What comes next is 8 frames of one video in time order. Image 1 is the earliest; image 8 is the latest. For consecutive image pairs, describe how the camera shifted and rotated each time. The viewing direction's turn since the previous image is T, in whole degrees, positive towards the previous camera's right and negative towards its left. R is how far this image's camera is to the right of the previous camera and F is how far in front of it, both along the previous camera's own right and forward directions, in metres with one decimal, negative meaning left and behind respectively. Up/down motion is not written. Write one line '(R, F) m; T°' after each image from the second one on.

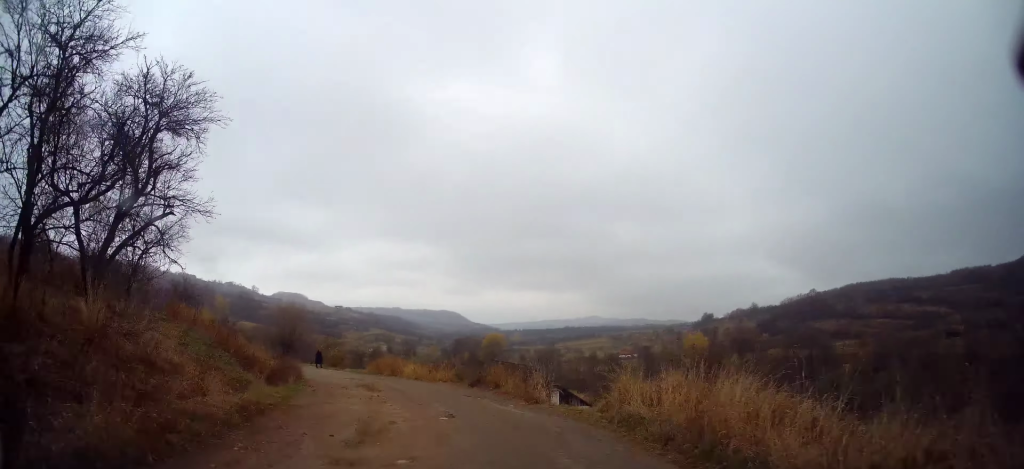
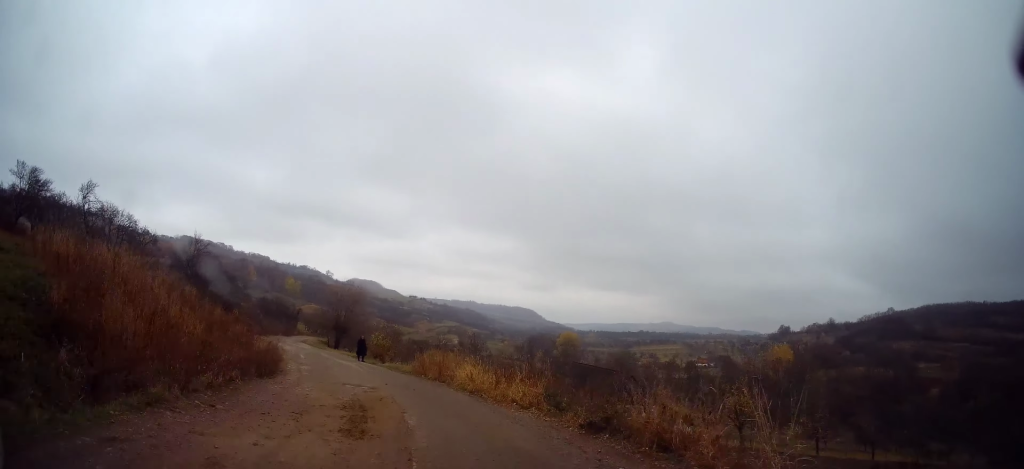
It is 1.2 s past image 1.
(-0.6, +11.4) m; -7°
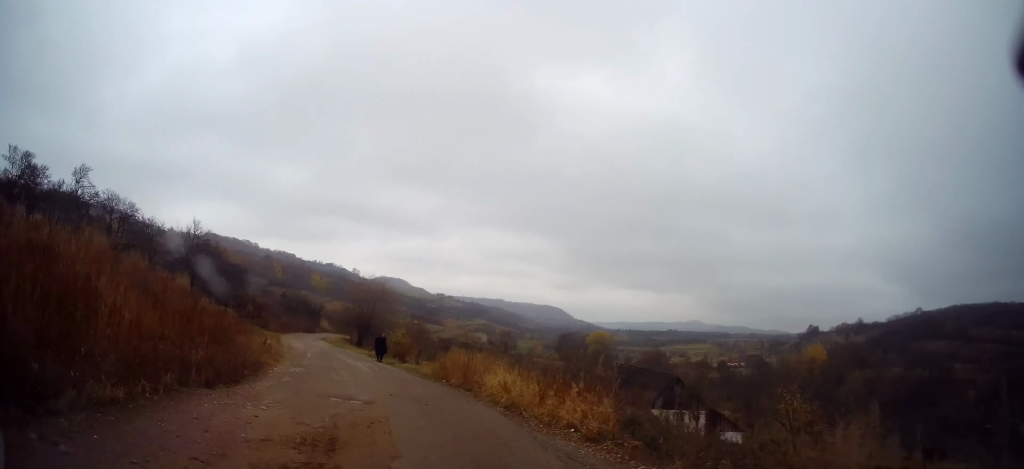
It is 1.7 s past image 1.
(-0.3, +4.5) m; -4°
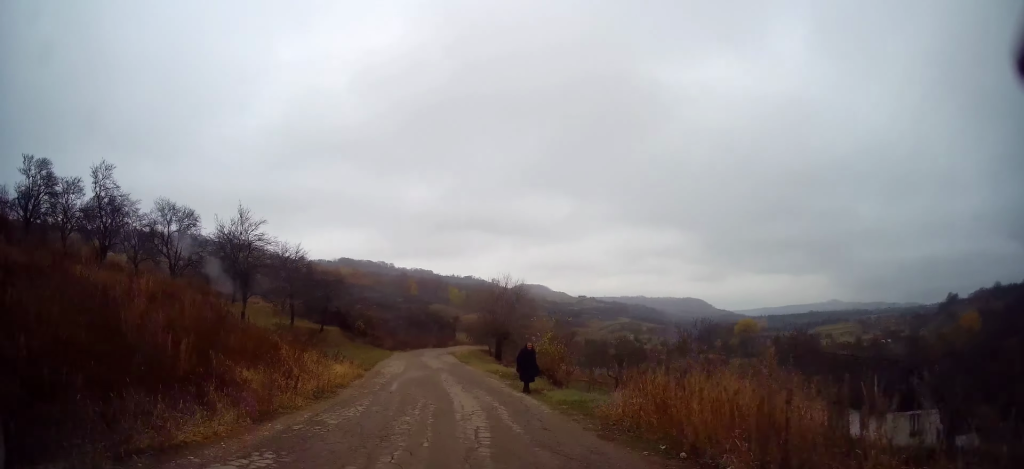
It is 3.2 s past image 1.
(-1.1, +11.9) m; -12°
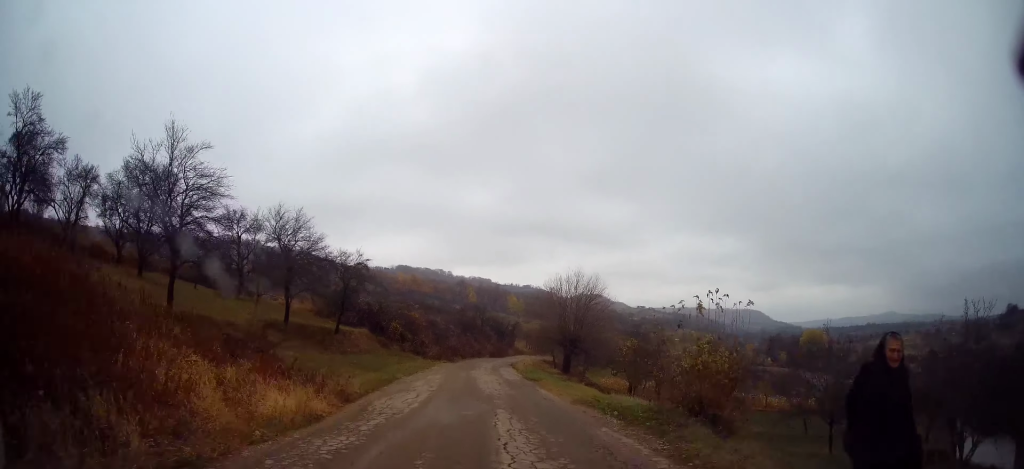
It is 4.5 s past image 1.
(-1.0, +10.6) m; -7°
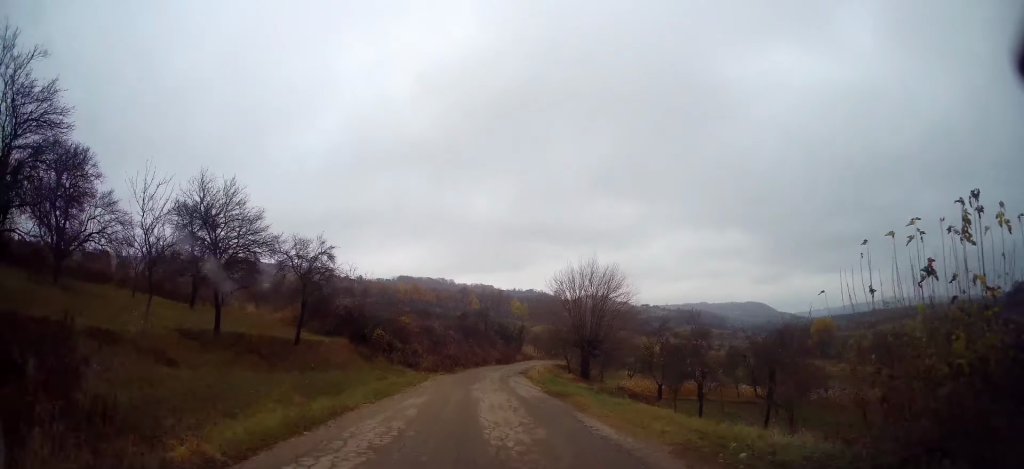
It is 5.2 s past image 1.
(-0.1, +6.4) m; -2°
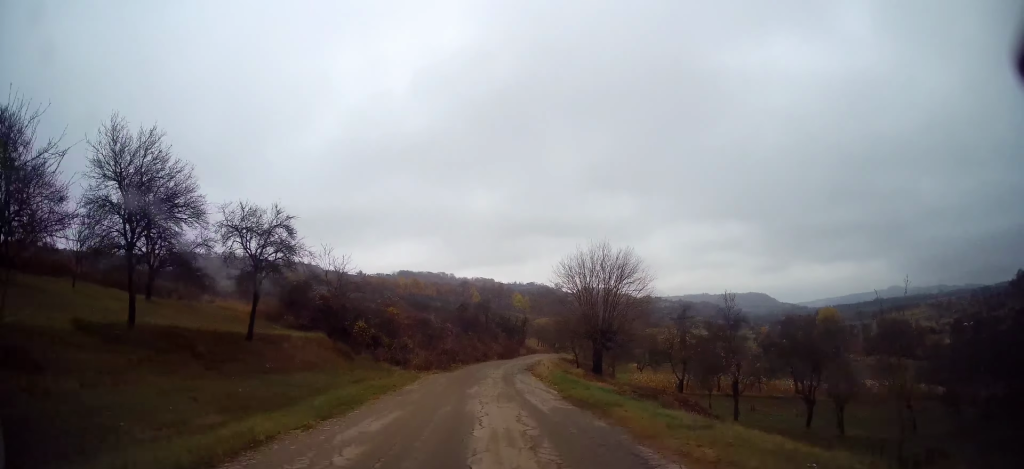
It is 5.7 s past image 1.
(-0.1, +4.6) m; -1°
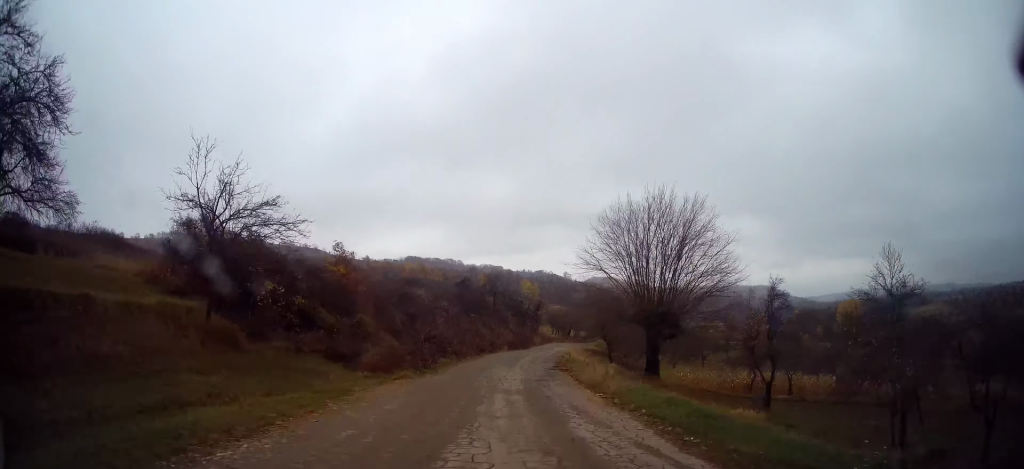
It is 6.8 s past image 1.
(-0.3, +12.3) m; 0°
